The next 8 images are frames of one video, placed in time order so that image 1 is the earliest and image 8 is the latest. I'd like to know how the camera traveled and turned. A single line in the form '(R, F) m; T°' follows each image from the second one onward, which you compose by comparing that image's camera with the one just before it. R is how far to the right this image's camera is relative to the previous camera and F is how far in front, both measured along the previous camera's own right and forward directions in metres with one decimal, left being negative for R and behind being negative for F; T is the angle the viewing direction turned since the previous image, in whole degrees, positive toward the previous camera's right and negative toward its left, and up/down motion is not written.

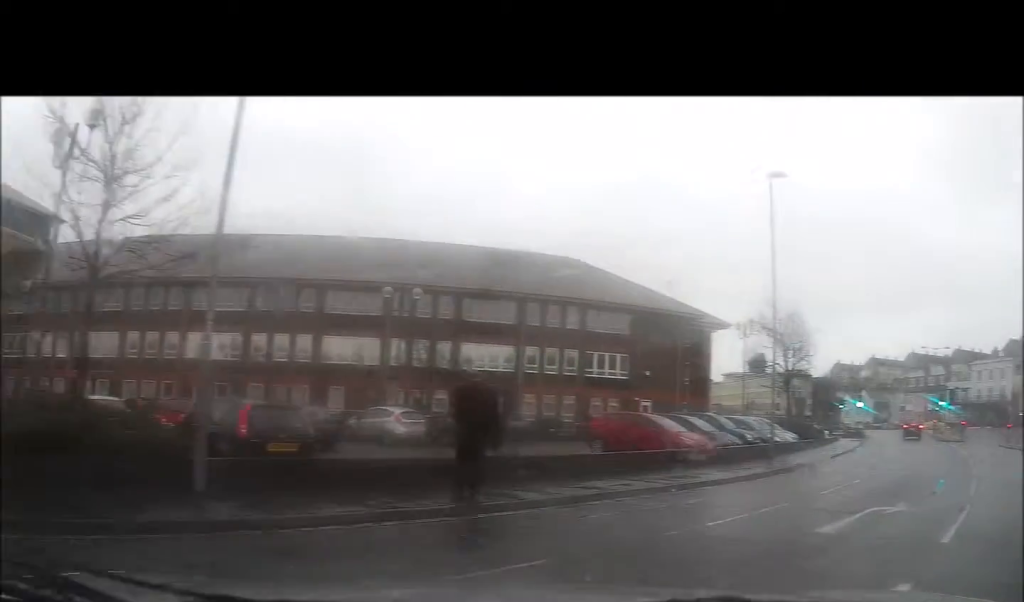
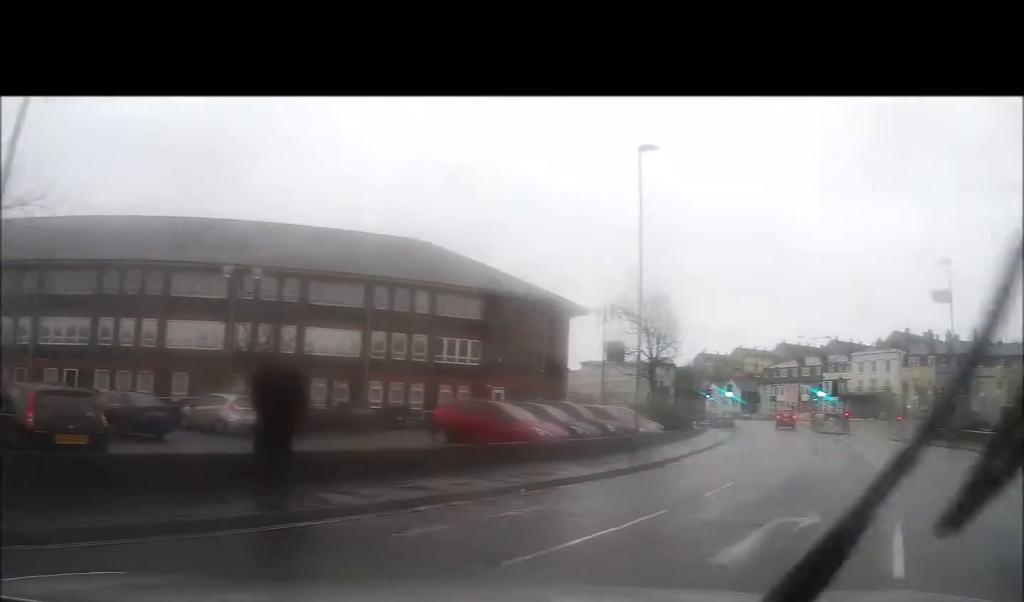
(+0.3, +1.6) m; +8°
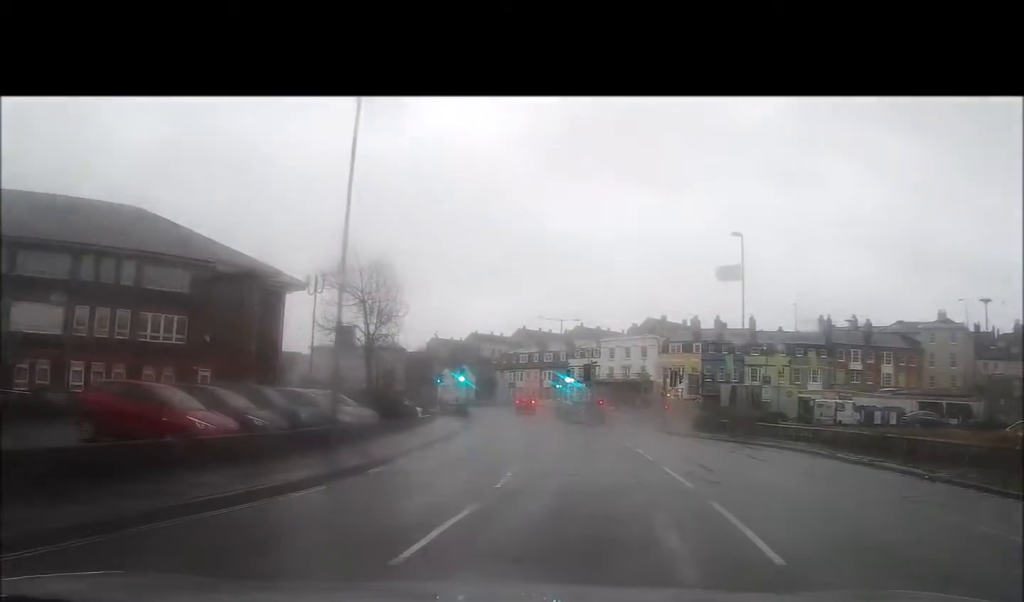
(+1.0, +5.1) m; +17°
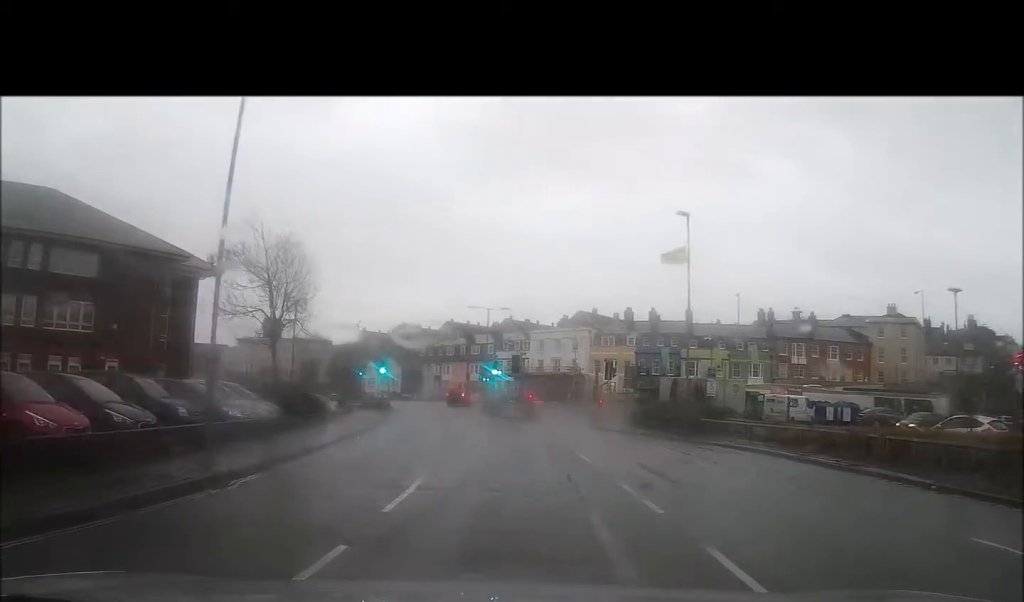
(+0.2, +3.3) m; +5°
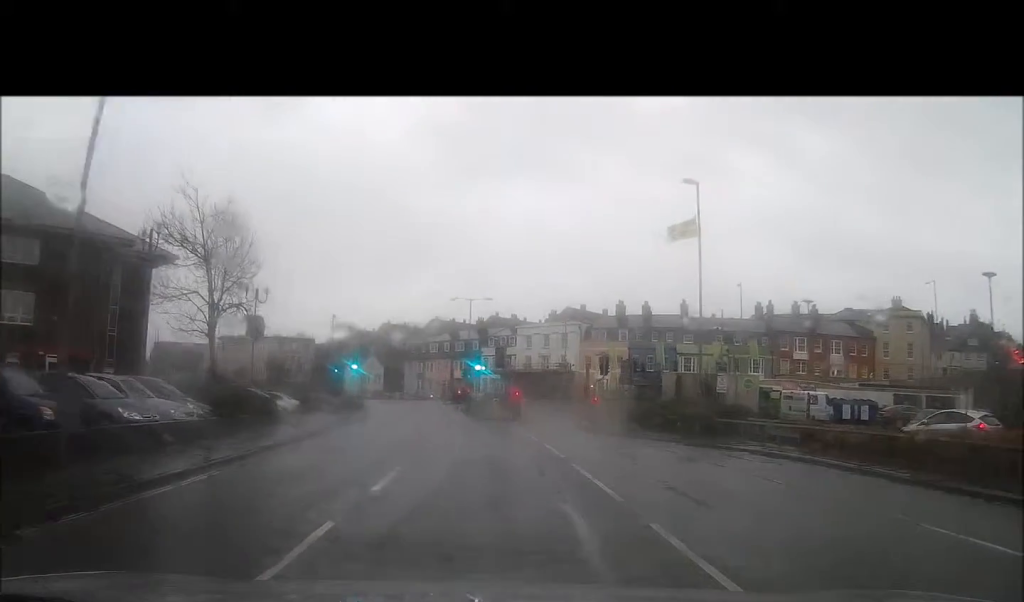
(+0.2, +4.9) m; +5°
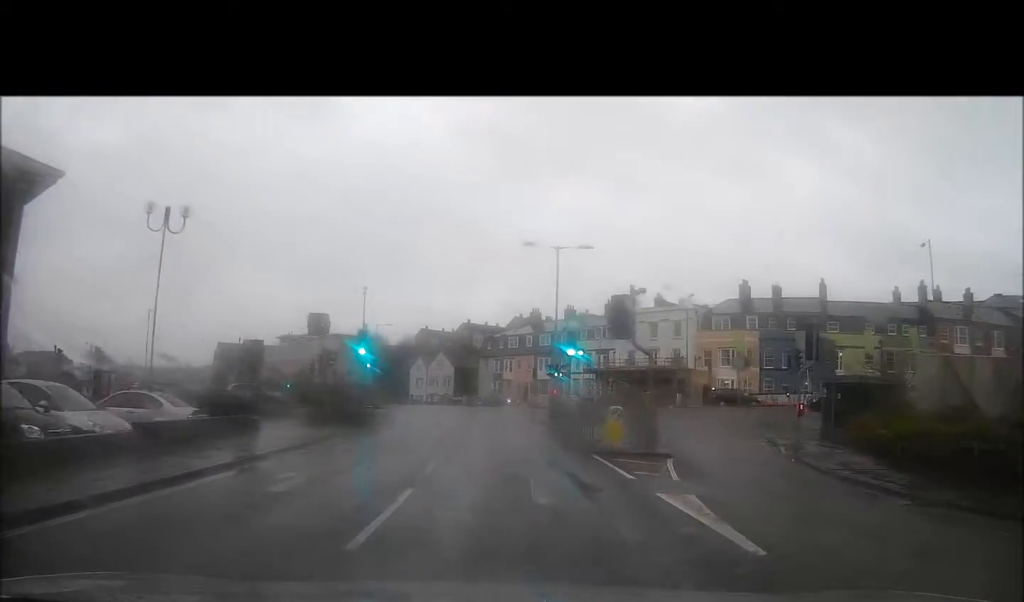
(+0.5, +20.8) m; -3°
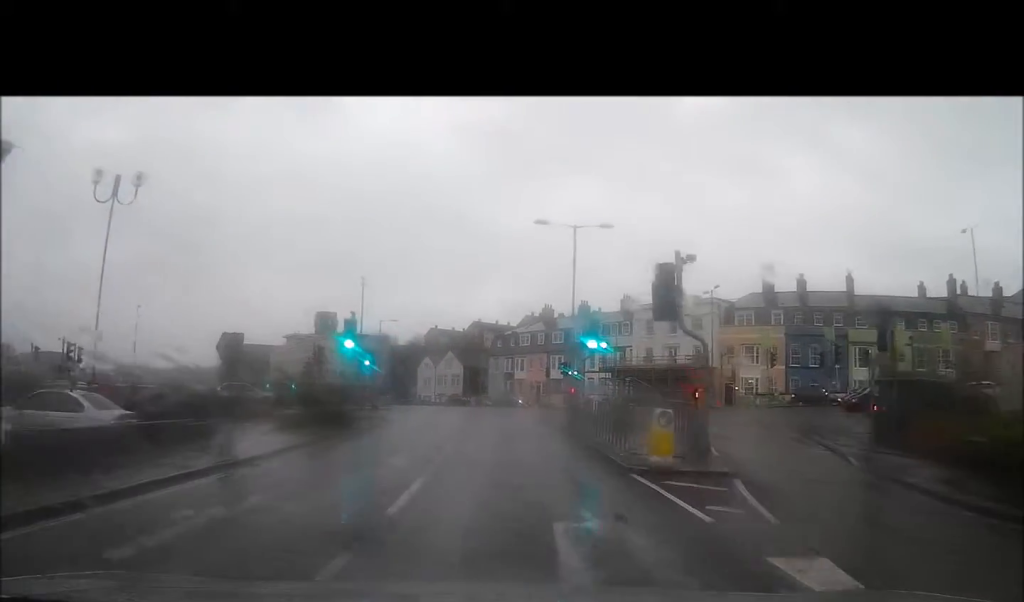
(-0.2, +4.4) m; -1°
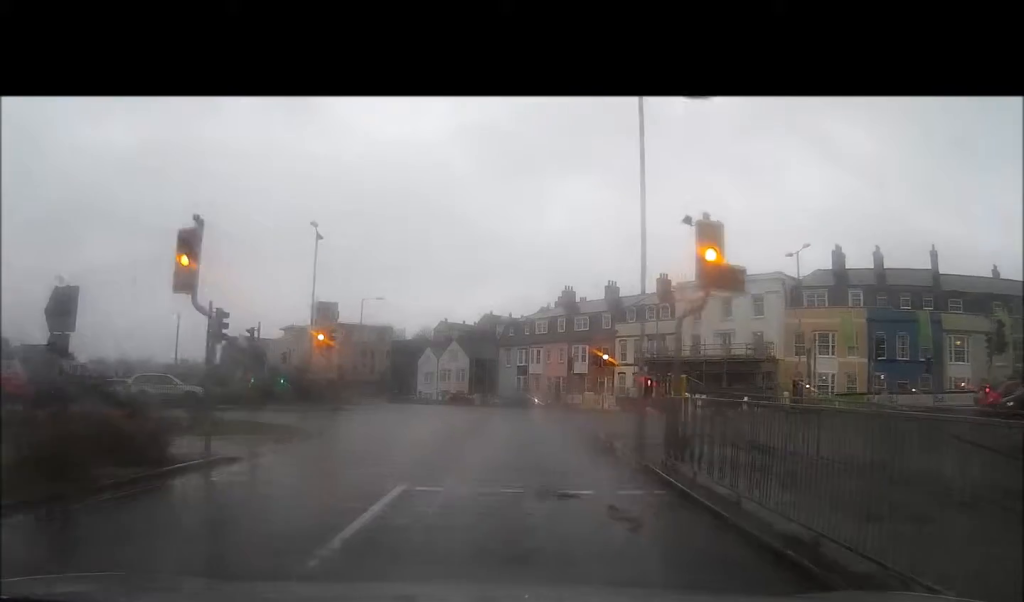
(-0.1, +14.6) m; -3°
